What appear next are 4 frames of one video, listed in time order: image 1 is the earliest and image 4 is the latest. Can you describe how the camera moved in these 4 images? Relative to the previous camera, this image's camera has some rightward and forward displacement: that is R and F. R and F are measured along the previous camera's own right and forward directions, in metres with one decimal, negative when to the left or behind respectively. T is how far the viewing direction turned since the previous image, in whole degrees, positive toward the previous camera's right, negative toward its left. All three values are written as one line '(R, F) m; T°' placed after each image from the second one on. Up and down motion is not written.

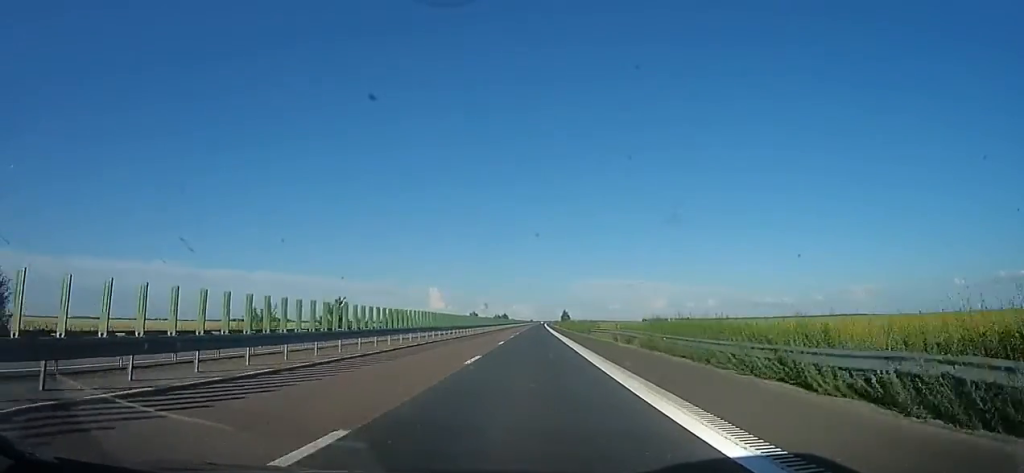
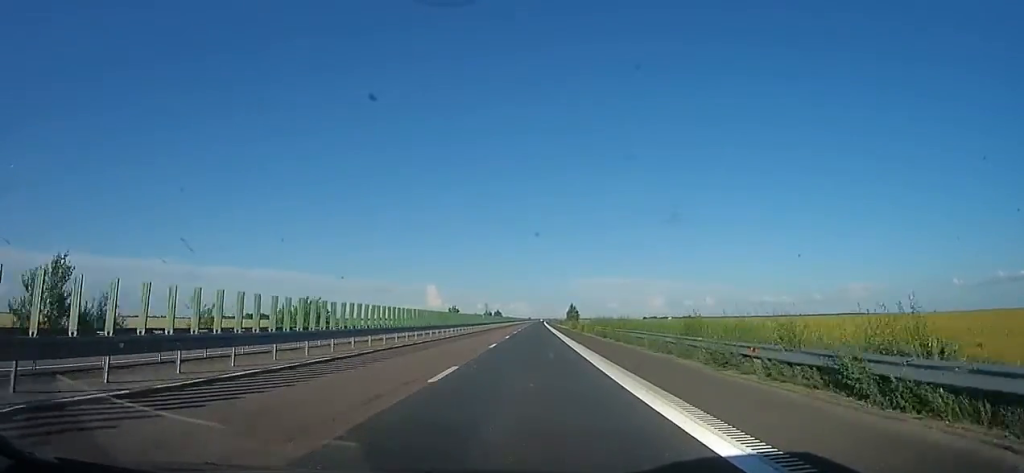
(+1.0, +40.5) m; 0°
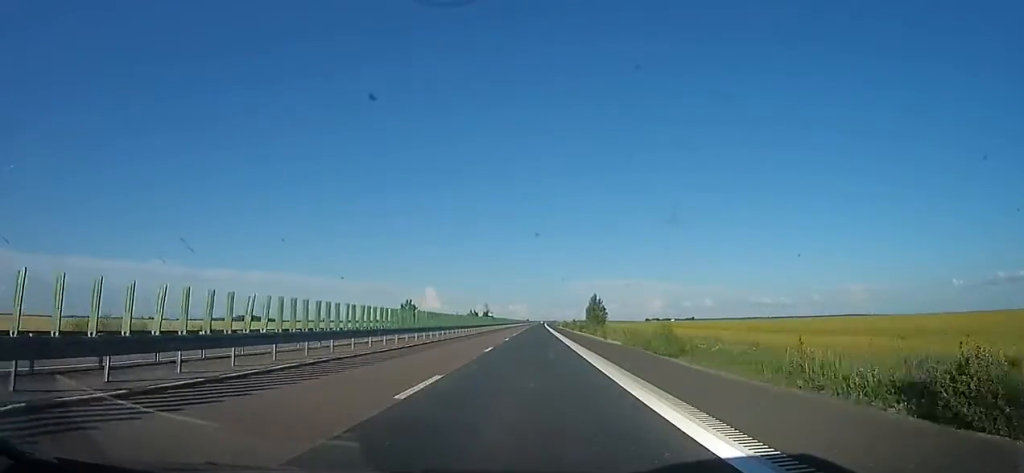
(-0.7, +49.8) m; 0°
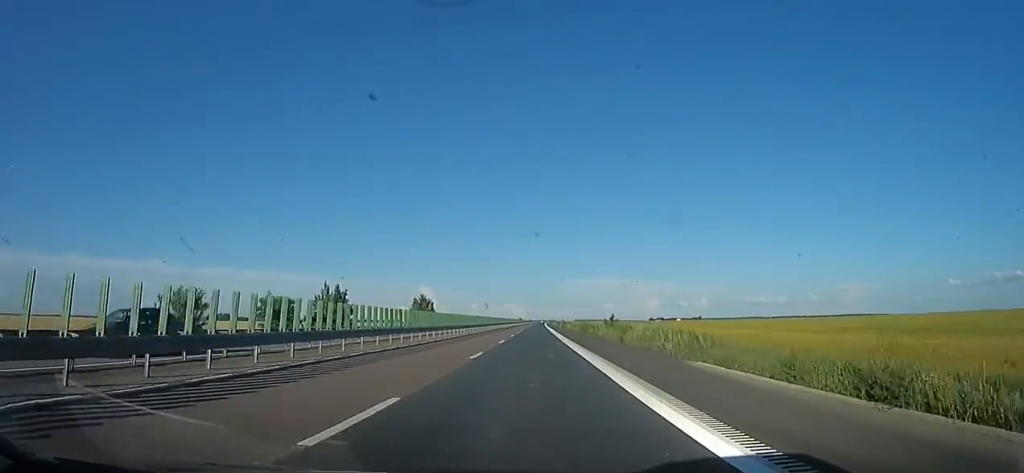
(+2.8, +118.6) m; +2°
